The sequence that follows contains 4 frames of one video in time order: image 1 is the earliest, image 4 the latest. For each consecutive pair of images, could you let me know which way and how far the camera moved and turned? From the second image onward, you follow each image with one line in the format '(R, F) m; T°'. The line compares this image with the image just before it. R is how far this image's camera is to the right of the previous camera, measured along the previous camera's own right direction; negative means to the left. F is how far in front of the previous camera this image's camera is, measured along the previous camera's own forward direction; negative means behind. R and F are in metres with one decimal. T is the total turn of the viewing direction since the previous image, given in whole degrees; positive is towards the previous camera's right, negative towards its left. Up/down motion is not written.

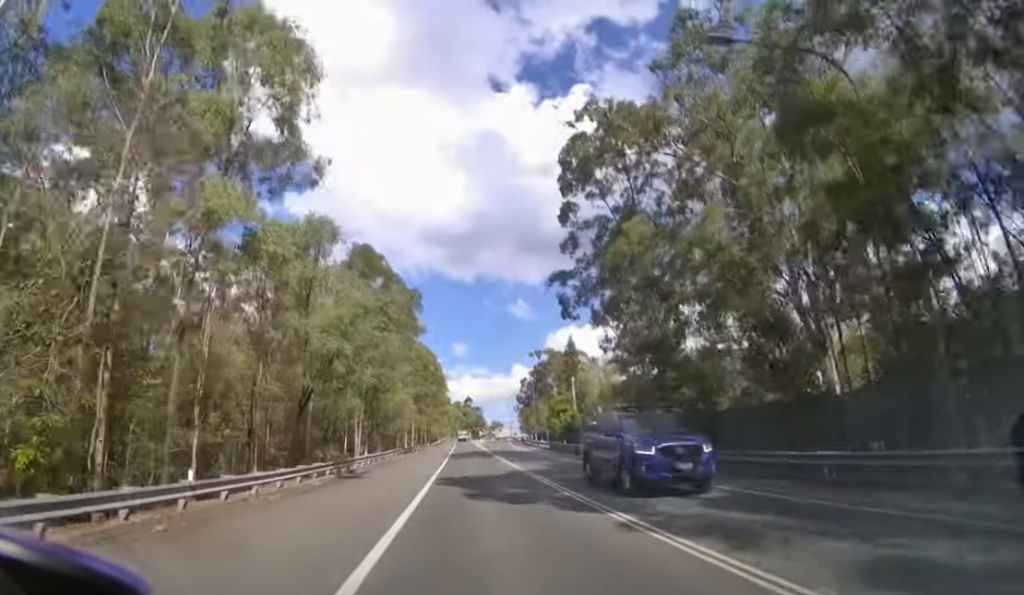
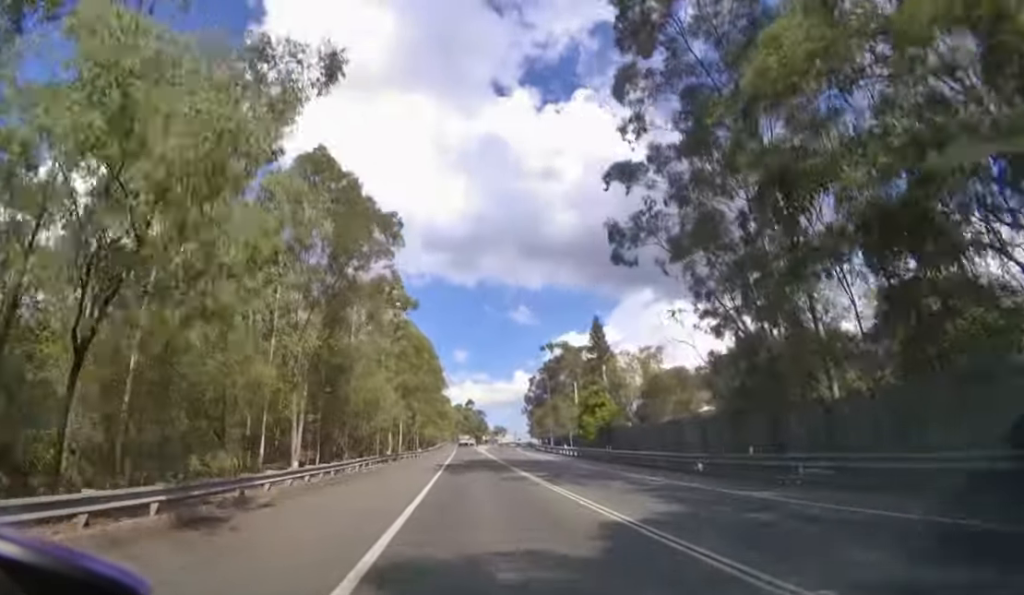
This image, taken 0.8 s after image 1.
(0.0, +12.0) m; 0°
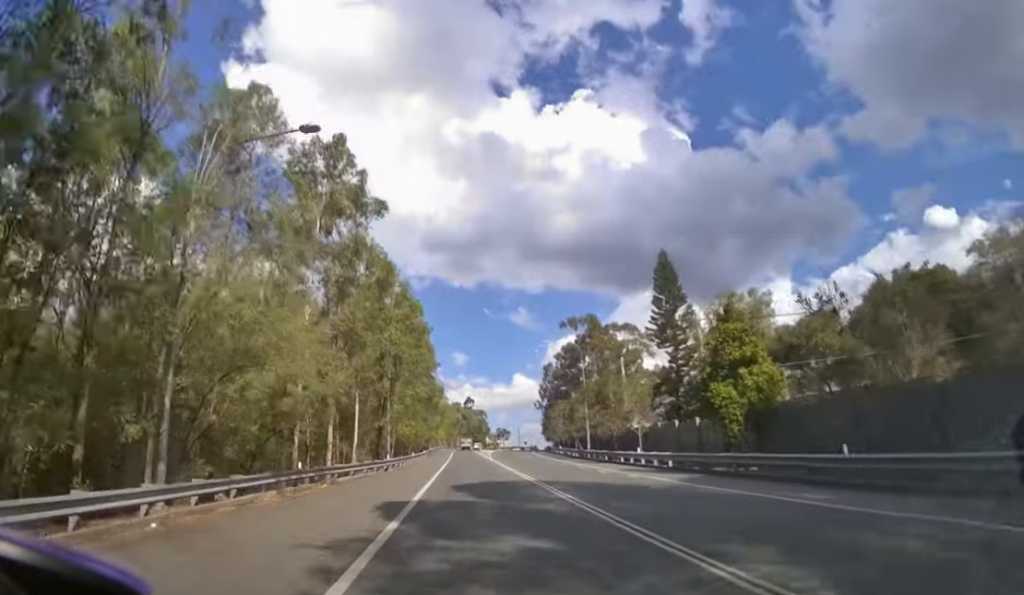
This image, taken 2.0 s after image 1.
(0.0, +17.7) m; 0°
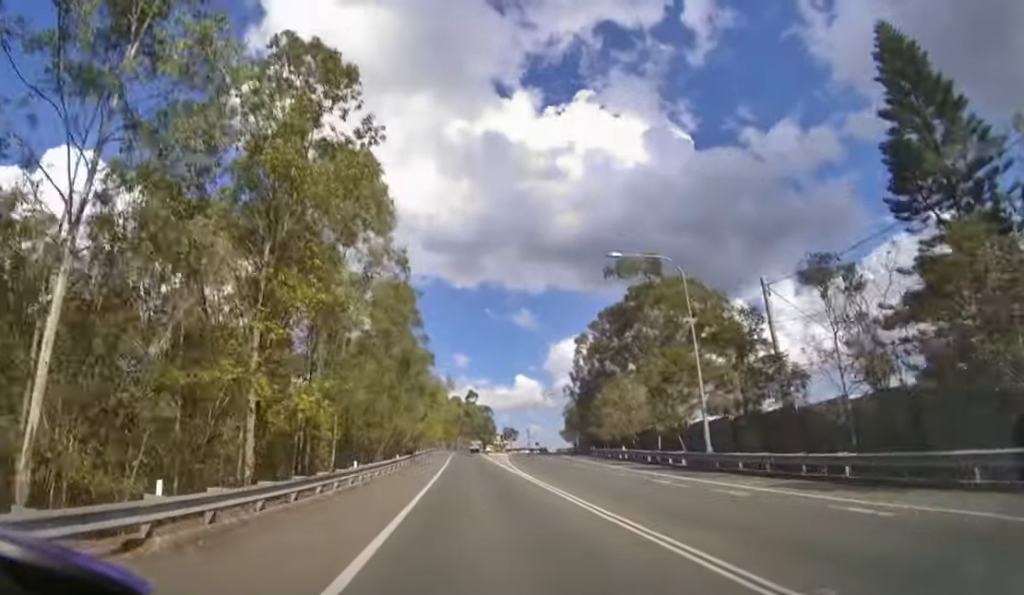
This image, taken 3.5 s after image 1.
(0.0, +22.9) m; 0°
